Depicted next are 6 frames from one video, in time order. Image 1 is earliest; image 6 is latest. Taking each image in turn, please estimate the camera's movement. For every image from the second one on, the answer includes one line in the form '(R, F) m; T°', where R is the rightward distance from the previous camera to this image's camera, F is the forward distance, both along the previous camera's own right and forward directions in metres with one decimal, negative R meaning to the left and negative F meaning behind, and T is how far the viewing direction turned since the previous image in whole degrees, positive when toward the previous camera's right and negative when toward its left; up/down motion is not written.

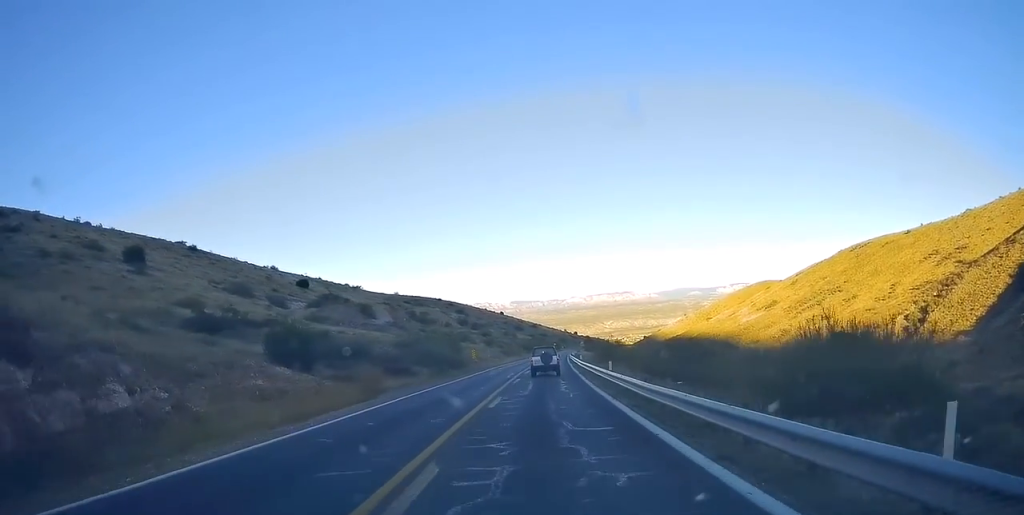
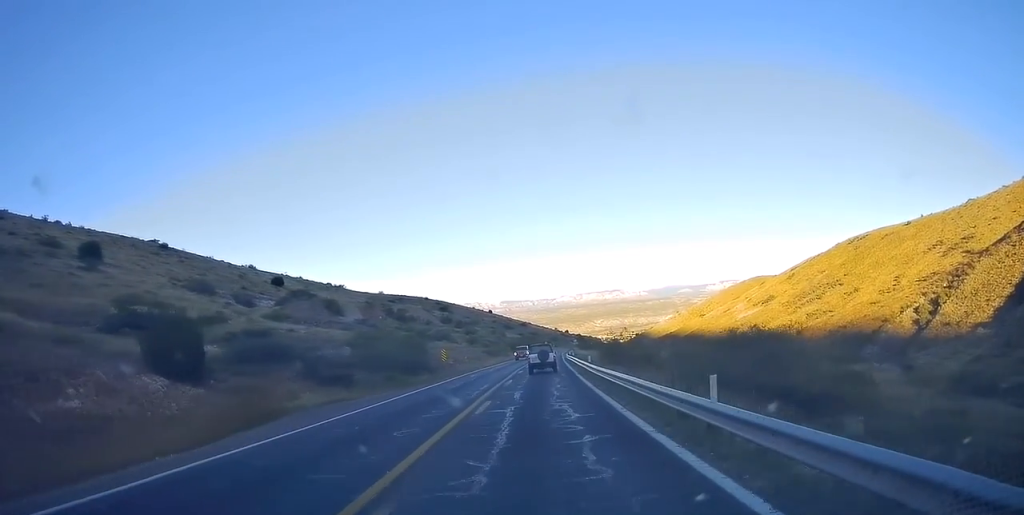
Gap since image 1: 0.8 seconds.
(+0.1, +13.7) m; 0°
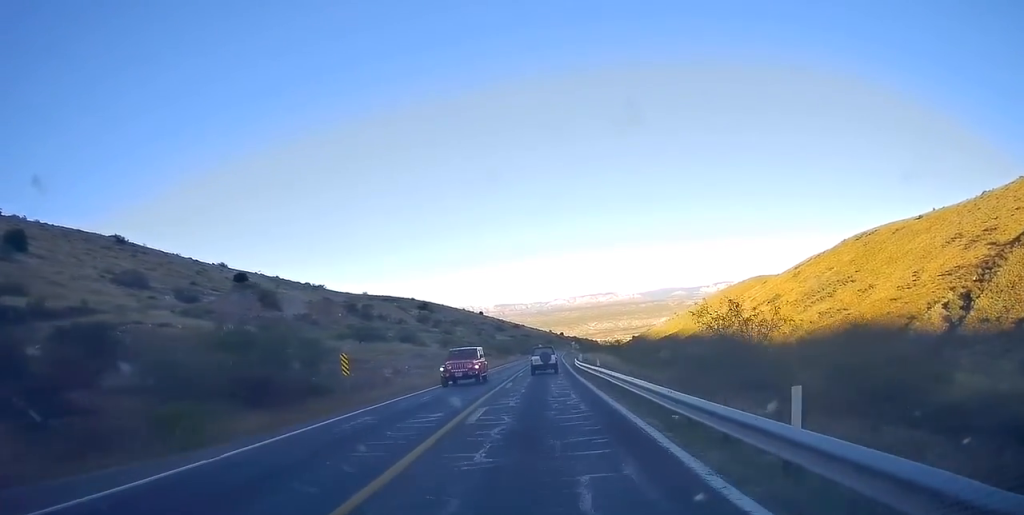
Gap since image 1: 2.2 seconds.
(+0.3, +23.9) m; +3°
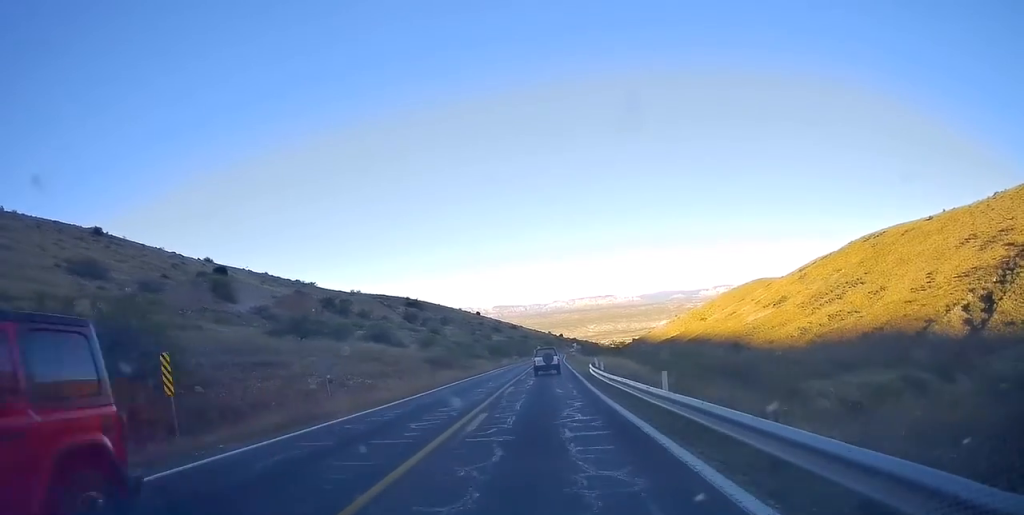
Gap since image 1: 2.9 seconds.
(+0.3, +13.0) m; +2°
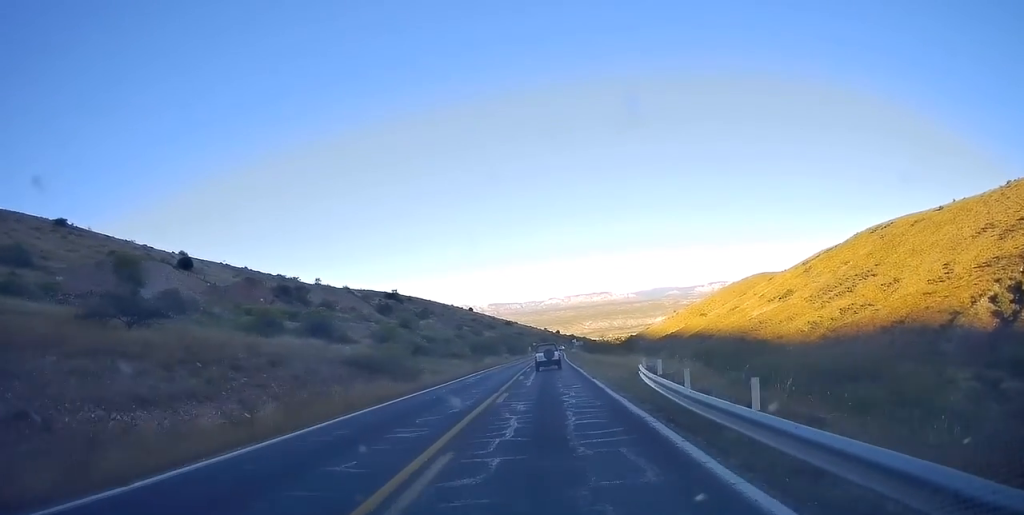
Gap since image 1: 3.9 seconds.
(+0.1, +17.7) m; -3°
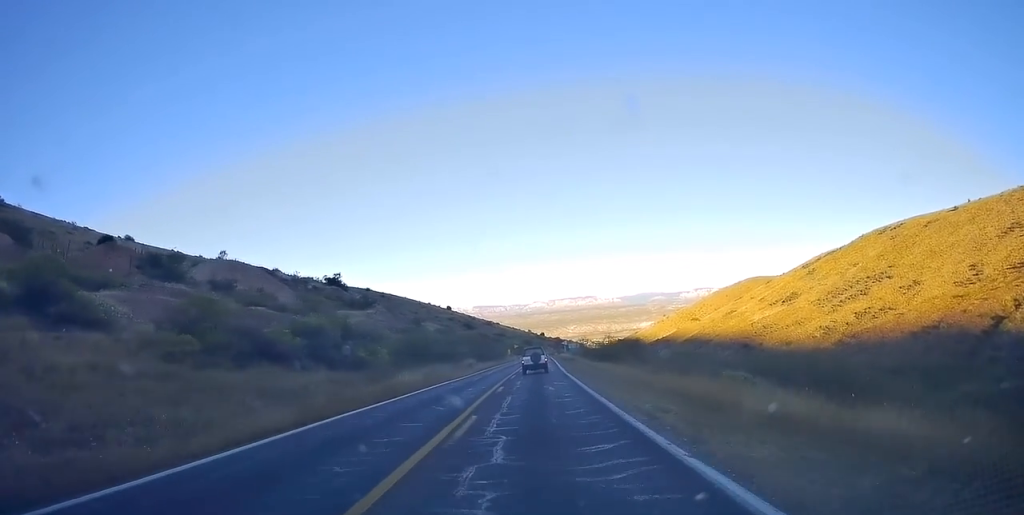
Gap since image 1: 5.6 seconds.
(-0.2, +29.8) m; +2°
